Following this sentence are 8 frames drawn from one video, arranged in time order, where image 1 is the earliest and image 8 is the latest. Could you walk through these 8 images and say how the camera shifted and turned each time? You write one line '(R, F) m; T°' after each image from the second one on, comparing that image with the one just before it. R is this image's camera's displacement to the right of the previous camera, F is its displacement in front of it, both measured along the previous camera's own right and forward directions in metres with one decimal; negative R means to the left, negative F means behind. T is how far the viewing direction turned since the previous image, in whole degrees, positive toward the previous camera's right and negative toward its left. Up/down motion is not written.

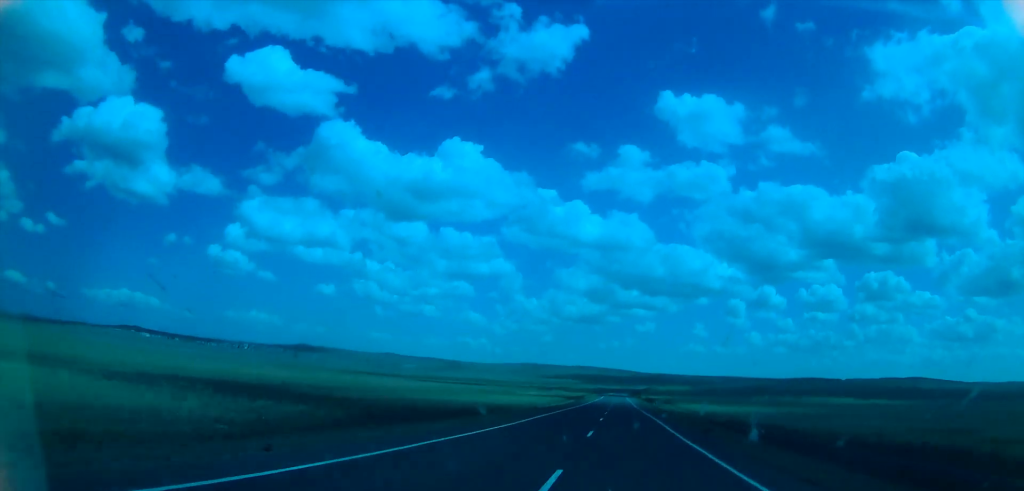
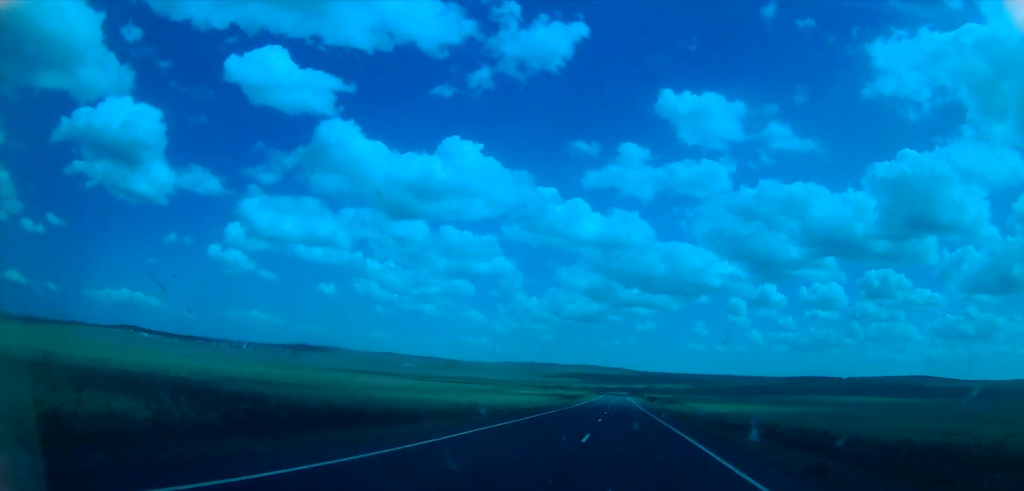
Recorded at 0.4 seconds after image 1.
(-0.4, +15.2) m; 0°
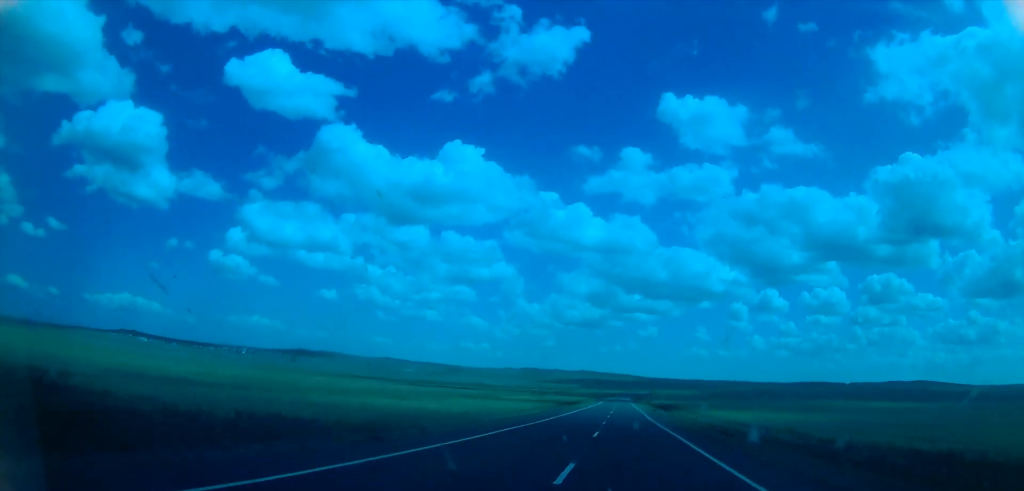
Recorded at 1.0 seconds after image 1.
(-0.3, +18.7) m; -1°
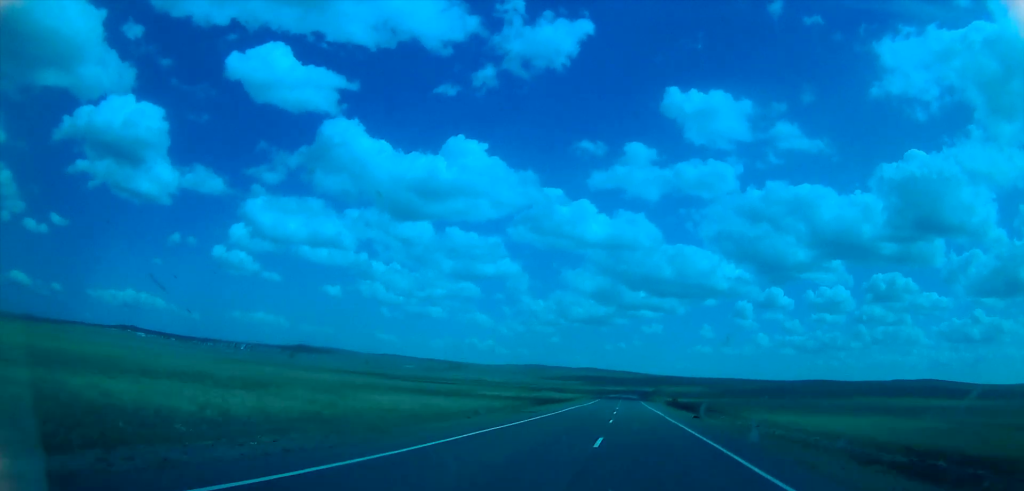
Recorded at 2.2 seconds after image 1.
(+0.1, +42.7) m; 0°
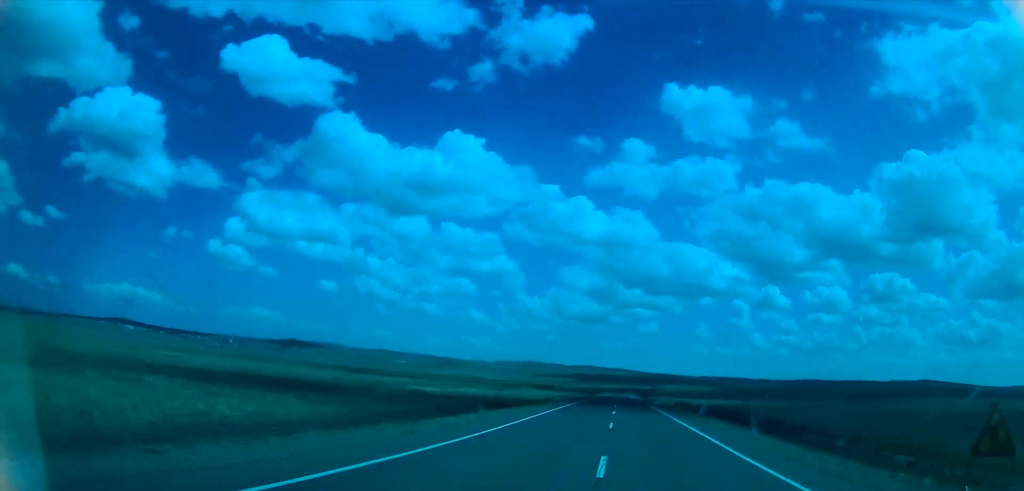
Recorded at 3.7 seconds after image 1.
(-0.3, +53.3) m; 0°
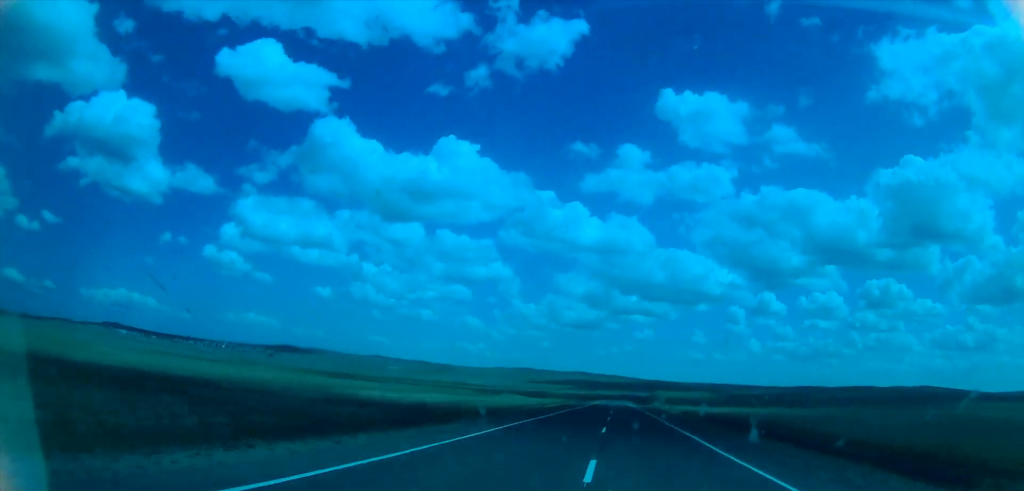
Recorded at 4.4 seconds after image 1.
(0.0, +24.8) m; 0°
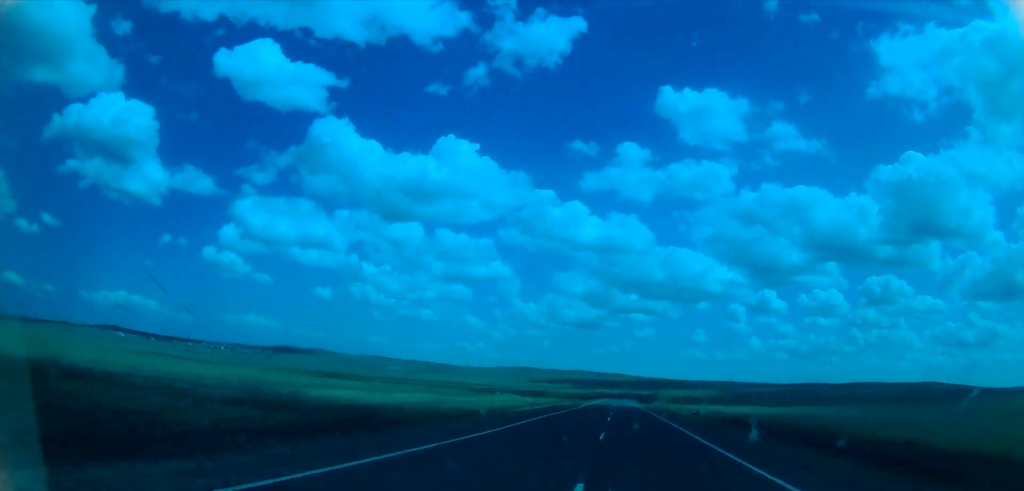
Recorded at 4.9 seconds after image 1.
(-0.1, +15.6) m; +1°
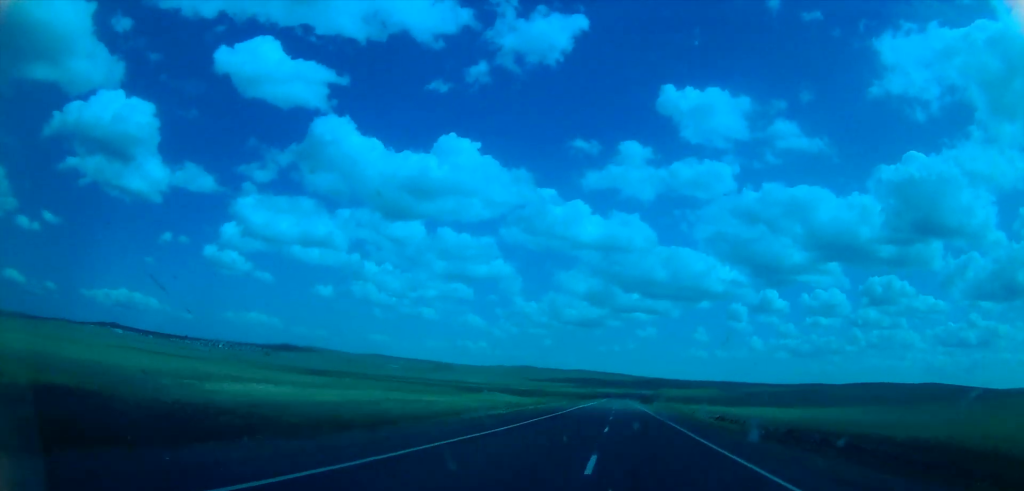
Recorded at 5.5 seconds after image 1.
(+0.3, +20.6) m; 0°
